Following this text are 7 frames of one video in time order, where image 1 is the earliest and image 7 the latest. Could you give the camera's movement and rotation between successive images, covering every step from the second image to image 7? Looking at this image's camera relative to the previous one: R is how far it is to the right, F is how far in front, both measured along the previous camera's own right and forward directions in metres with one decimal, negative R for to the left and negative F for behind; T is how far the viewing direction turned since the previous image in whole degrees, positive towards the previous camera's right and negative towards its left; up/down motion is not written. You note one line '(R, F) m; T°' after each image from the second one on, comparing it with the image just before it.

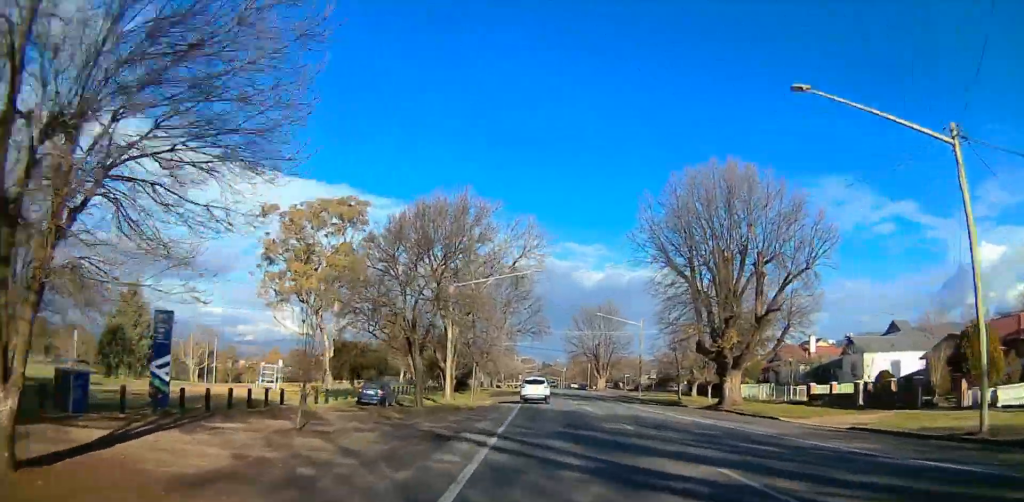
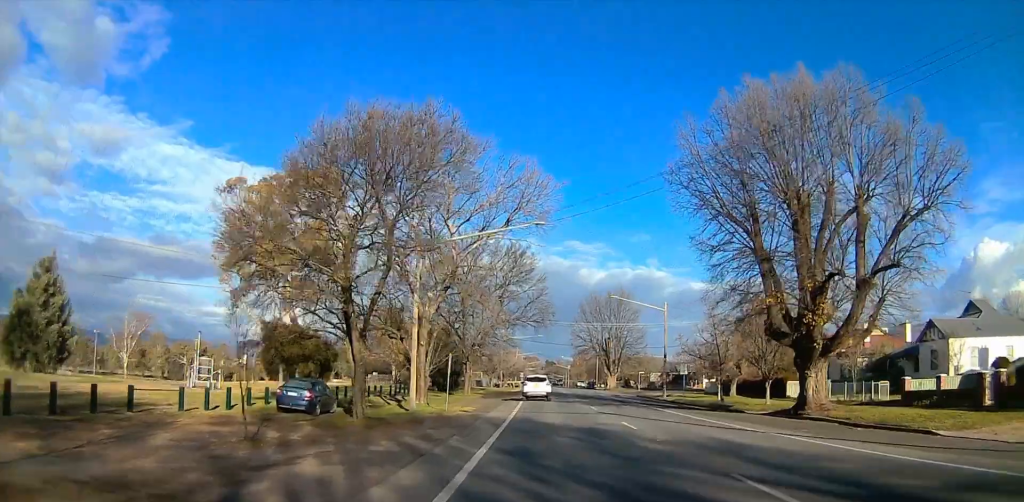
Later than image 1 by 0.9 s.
(-0.1, +12.3) m; +4°
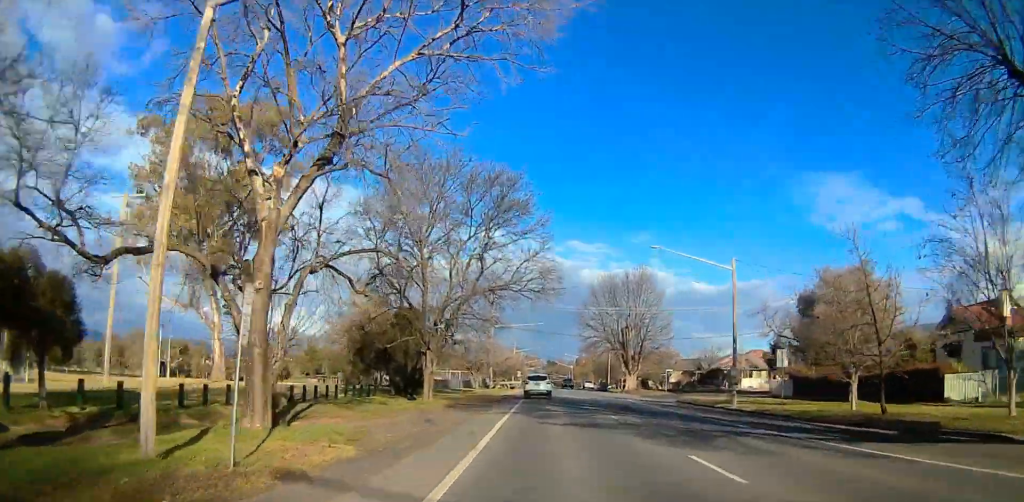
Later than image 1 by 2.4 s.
(+0.3, +22.4) m; -2°
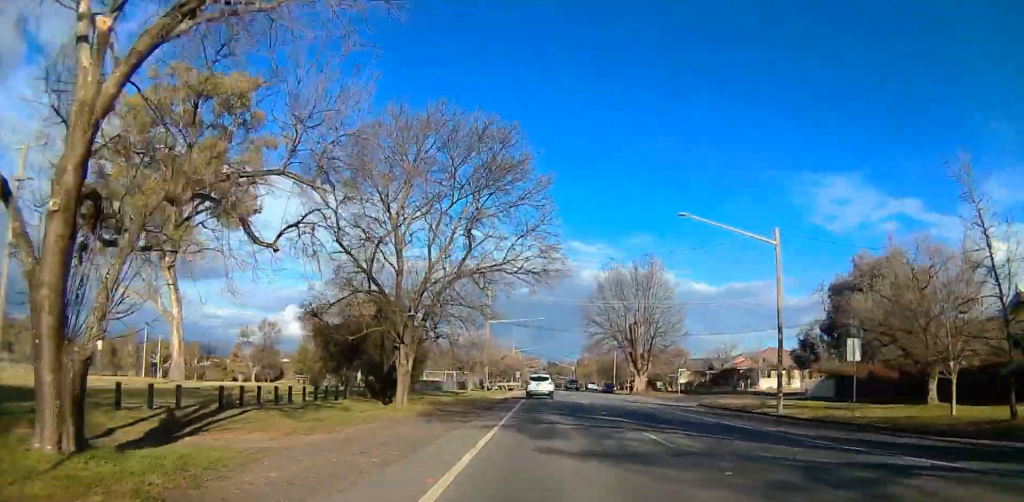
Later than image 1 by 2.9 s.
(-0.3, +6.9) m; -1°
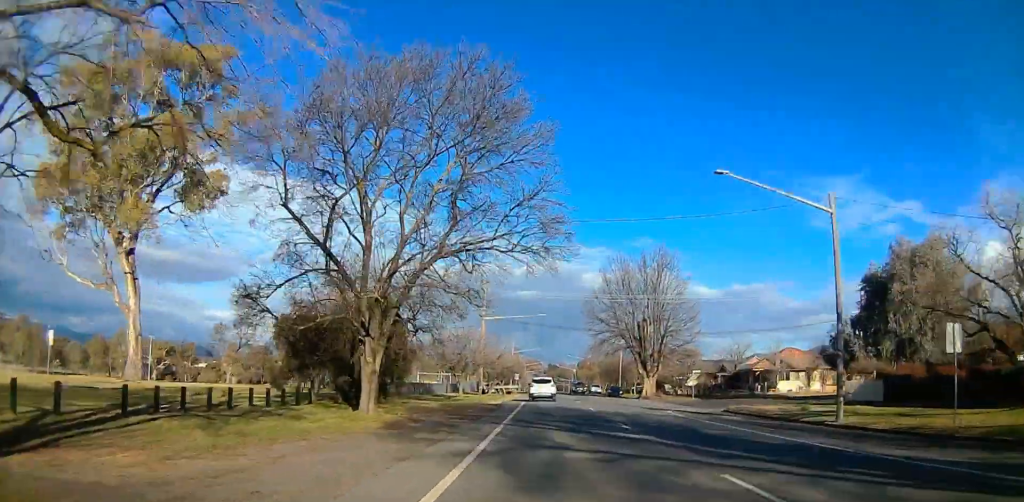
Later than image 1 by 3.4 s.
(+0.5, +6.8) m; 0°
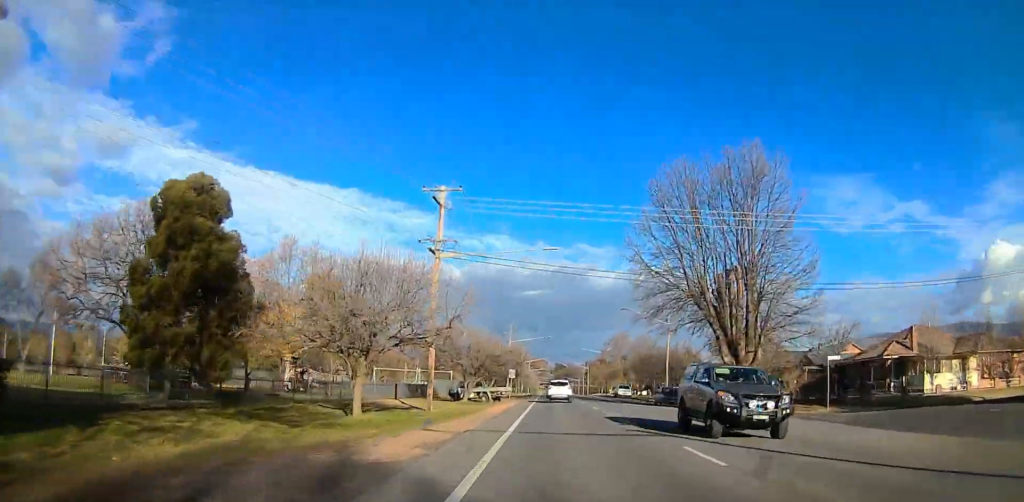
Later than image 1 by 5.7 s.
(+0.3, +31.9) m; 0°
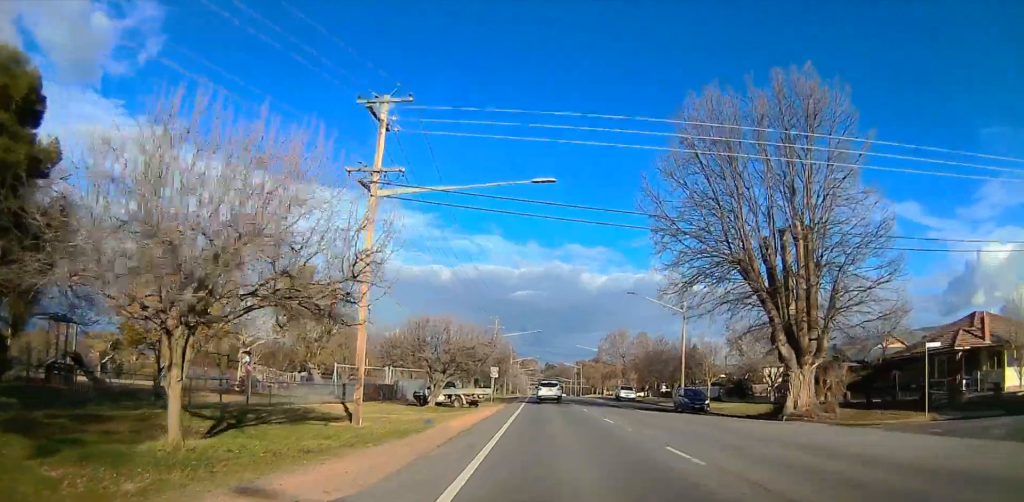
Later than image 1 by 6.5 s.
(-0.7, +11.3) m; 0°
